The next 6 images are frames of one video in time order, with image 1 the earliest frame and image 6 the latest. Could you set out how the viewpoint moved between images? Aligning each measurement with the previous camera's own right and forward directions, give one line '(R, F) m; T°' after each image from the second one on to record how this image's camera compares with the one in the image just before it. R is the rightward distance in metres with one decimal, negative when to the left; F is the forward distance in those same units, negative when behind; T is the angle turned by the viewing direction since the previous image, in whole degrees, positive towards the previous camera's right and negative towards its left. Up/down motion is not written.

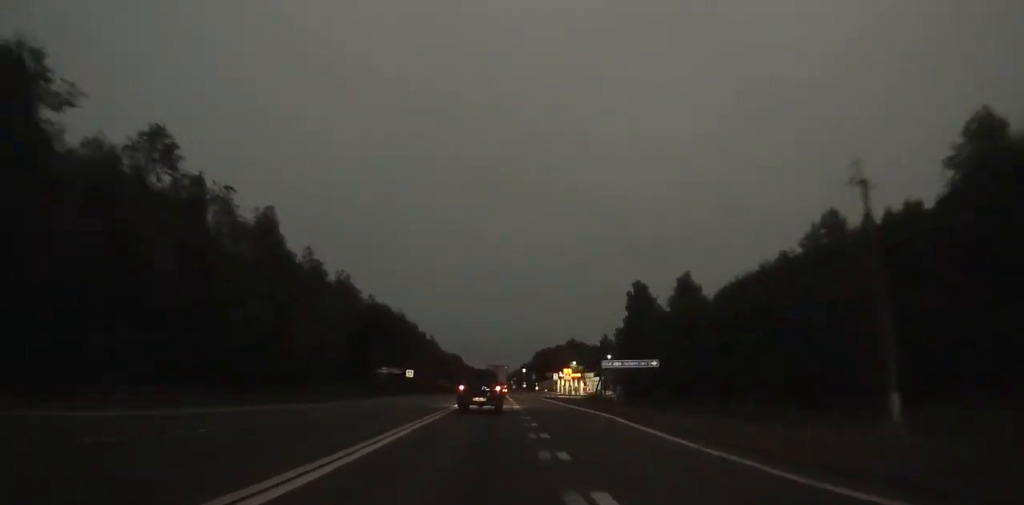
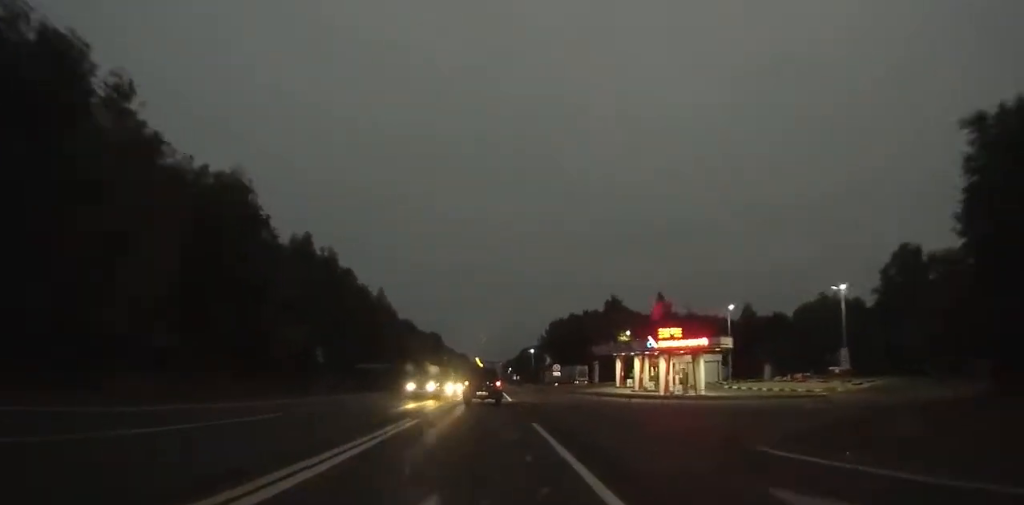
(-0.2, +86.0) m; 0°
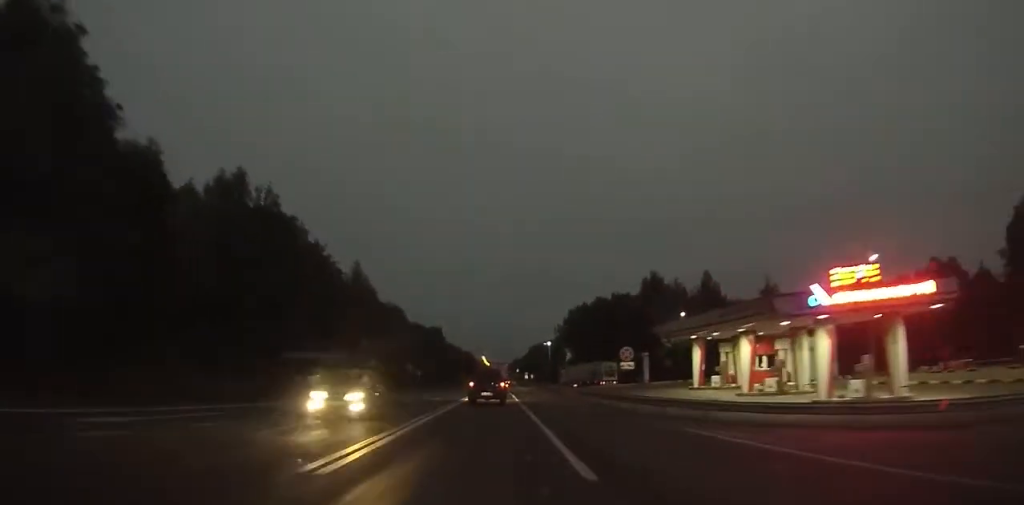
(-0.1, +27.9) m; 0°
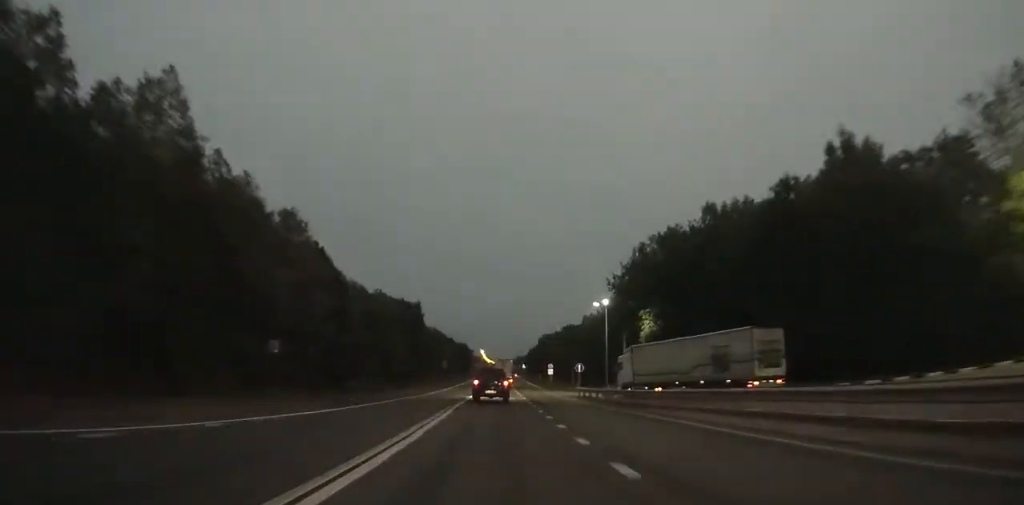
(-0.2, +61.0) m; 0°
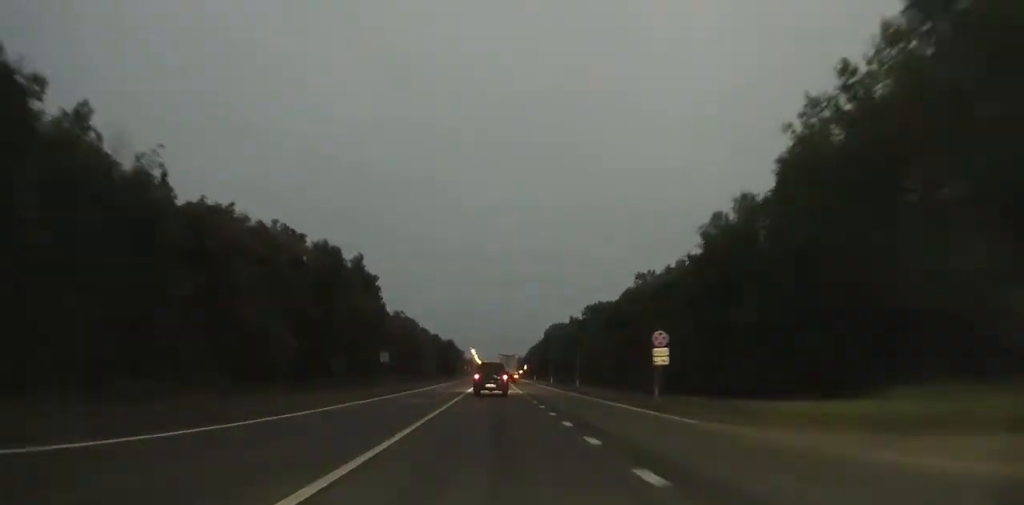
(+0.1, +57.1) m; 0°
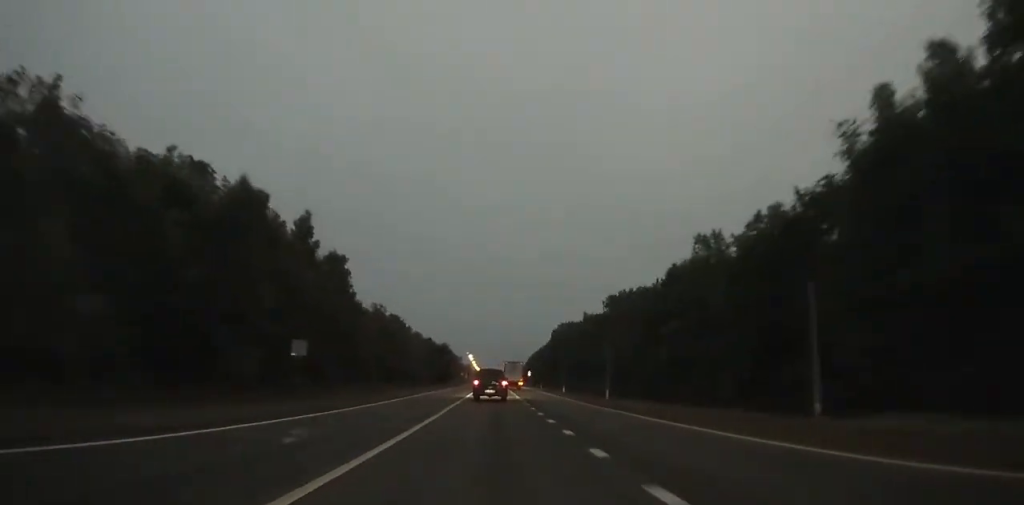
(-0.1, +26.1) m; 0°
